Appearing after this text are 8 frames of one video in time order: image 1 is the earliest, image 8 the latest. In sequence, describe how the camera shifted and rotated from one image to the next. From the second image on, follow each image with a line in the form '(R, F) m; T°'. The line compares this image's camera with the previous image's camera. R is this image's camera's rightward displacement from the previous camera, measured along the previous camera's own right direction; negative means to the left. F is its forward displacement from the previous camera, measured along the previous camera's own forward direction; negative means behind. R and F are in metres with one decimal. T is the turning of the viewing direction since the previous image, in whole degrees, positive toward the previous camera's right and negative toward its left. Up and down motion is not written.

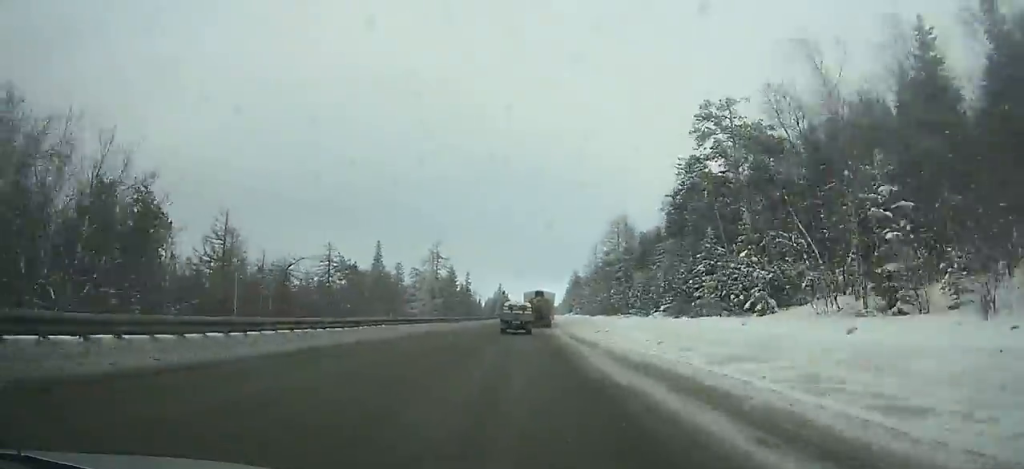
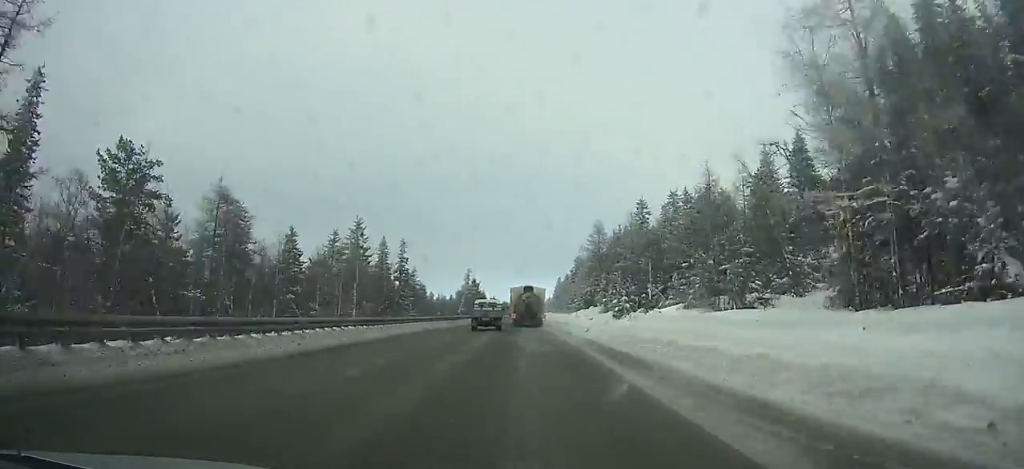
(+1.0, +88.7) m; +1°
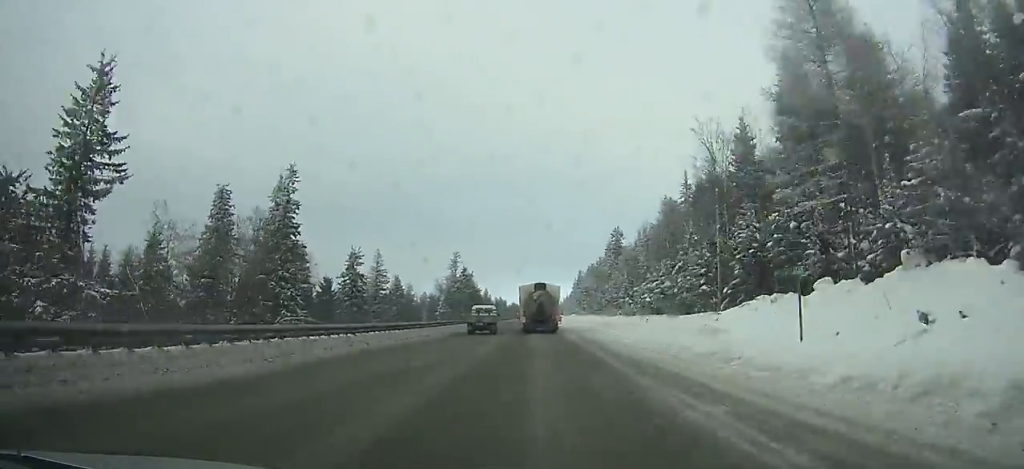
(-0.2, +63.7) m; 0°
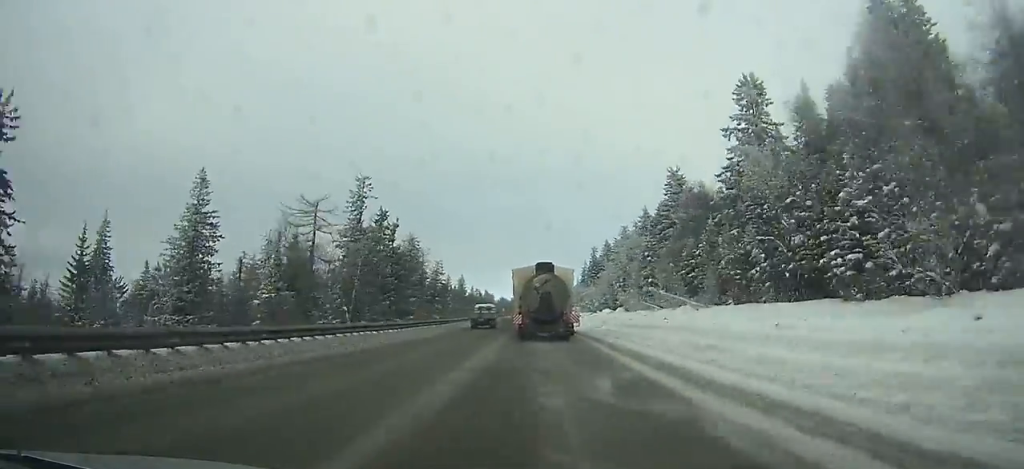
(0.0, +75.3) m; 0°
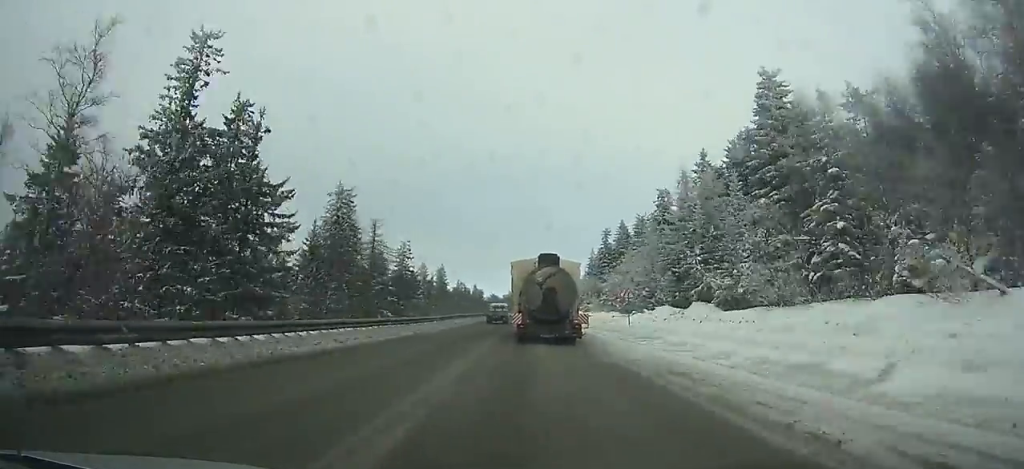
(+0.1, +38.0) m; 0°
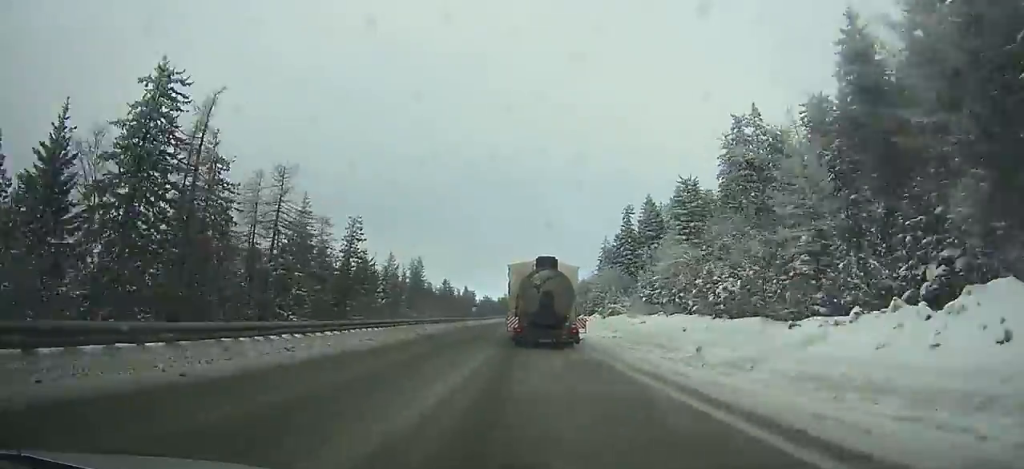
(+0.2, +36.7) m; 0°
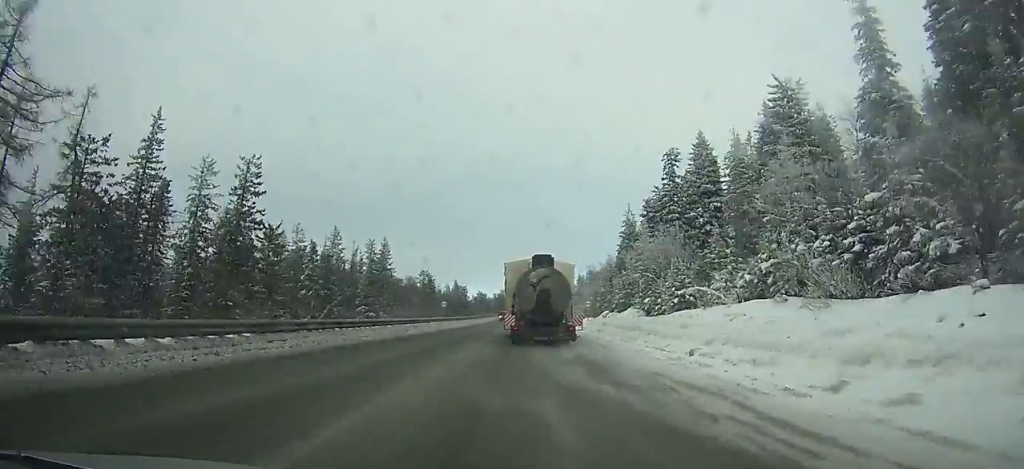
(+0.1, +35.6) m; 0°
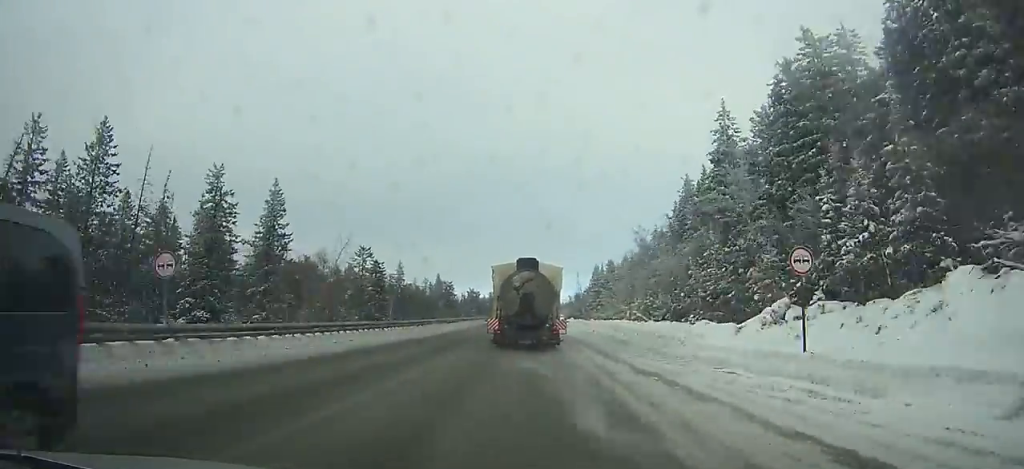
(+0.1, +51.8) m; 0°
